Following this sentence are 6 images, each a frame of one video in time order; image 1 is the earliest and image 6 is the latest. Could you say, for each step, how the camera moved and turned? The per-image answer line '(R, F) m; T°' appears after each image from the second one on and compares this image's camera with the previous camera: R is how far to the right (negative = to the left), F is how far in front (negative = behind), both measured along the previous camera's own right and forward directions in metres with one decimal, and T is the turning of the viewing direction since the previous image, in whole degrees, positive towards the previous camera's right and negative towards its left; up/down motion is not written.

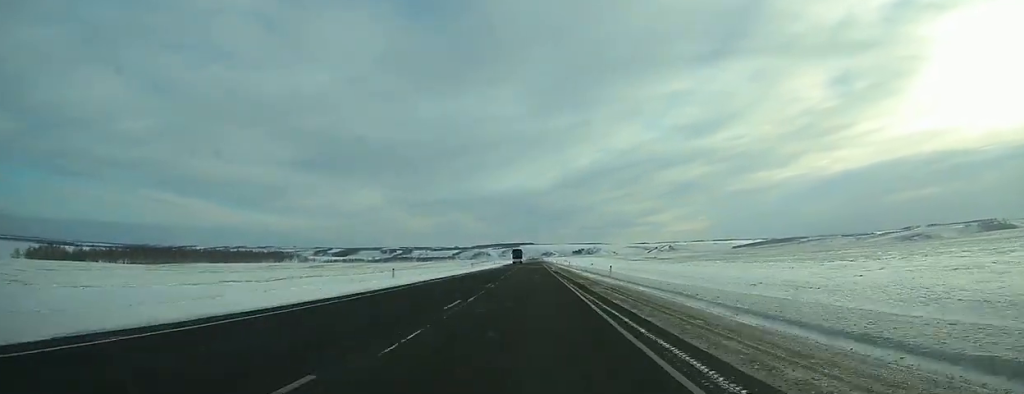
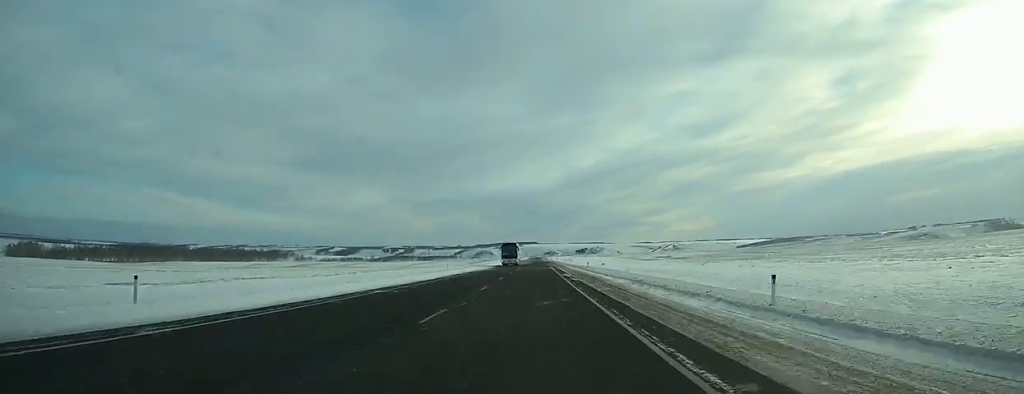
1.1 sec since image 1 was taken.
(0.0, +27.9) m; 0°
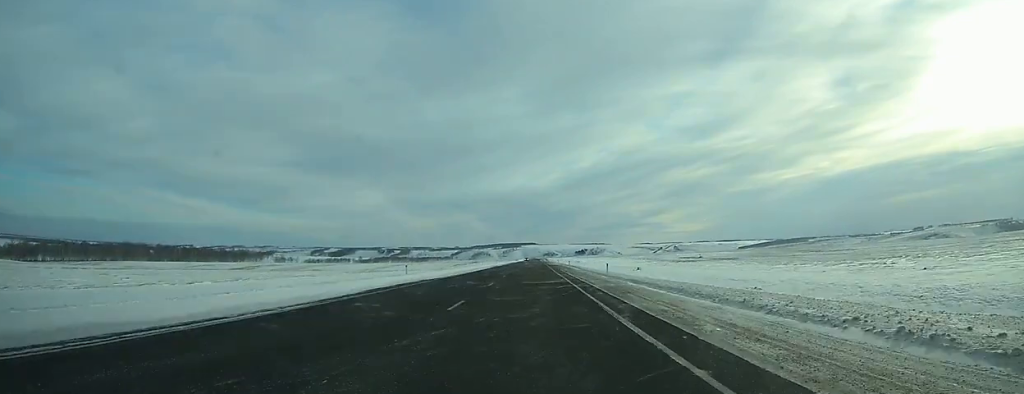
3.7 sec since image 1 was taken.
(-0.1, +70.7) m; 0°
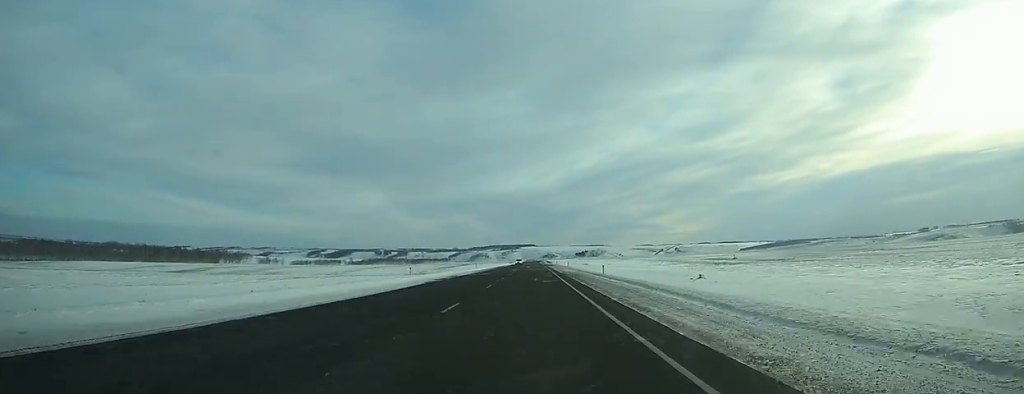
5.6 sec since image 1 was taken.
(+0.1, +46.7) m; 0°
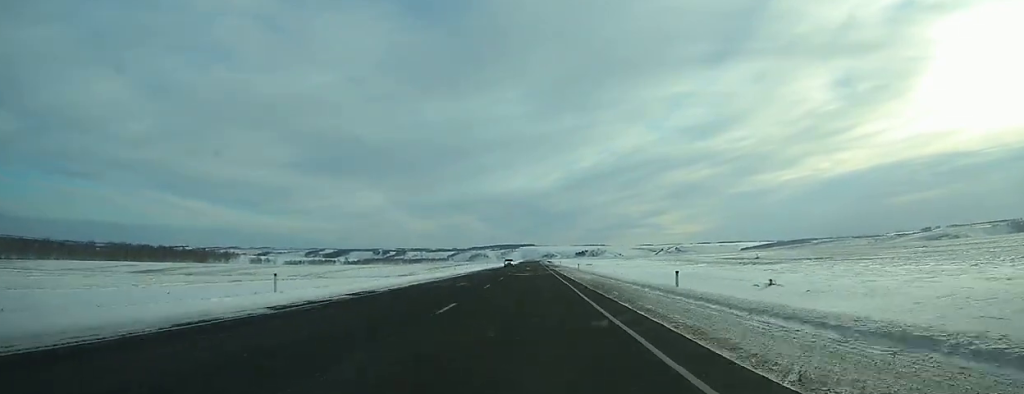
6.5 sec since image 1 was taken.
(0.0, +22.7) m; 0°
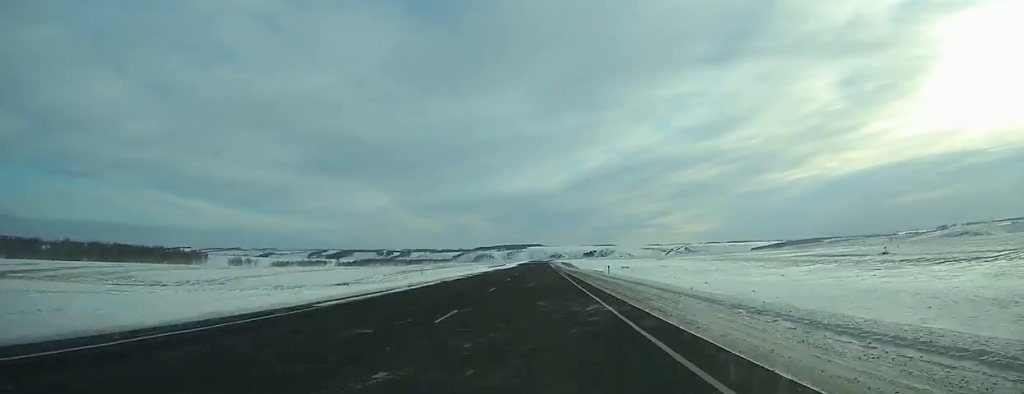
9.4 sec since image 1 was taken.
(-0.4, +69.7) m; 0°
